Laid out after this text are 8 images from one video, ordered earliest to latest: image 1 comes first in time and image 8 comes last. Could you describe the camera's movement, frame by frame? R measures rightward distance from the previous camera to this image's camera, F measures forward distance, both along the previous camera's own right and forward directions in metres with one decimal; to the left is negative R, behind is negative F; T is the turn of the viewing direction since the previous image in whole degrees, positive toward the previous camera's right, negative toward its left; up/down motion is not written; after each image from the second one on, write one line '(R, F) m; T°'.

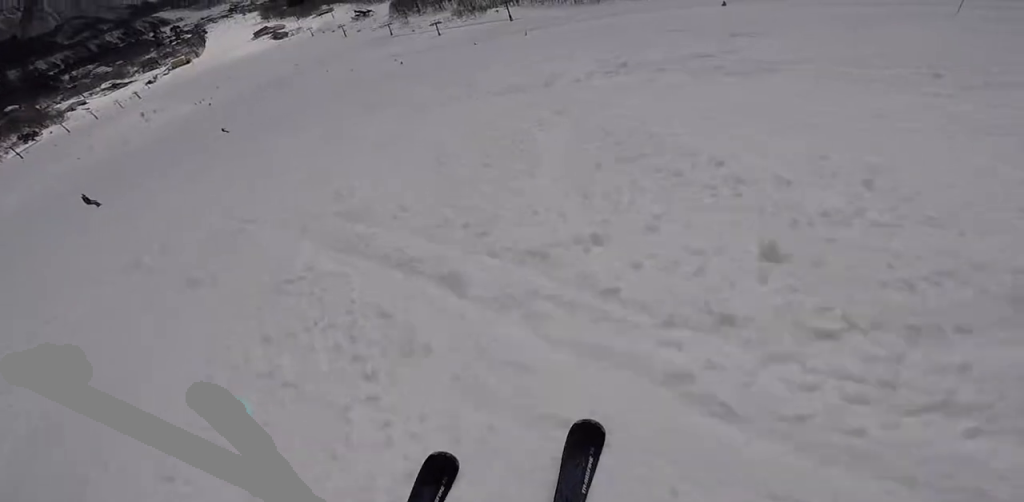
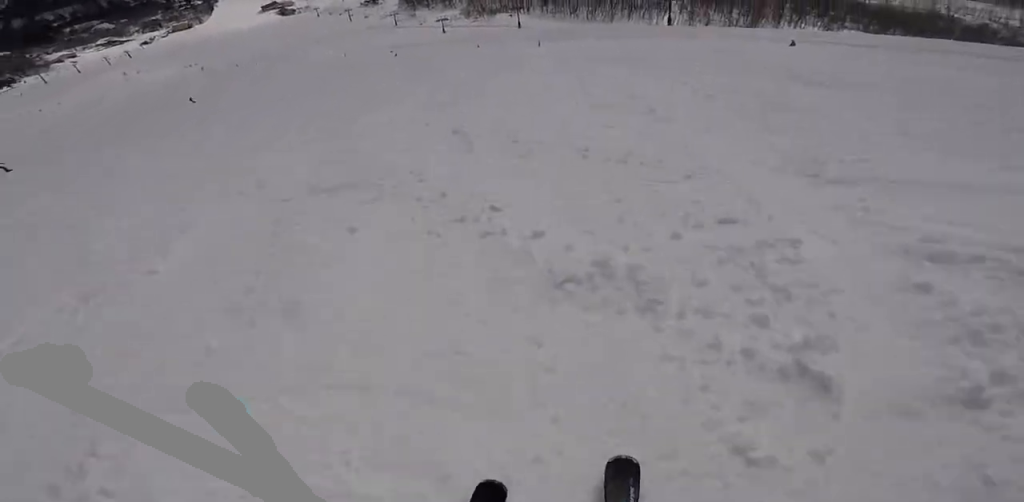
(-0.1, +6.6) m; -9°
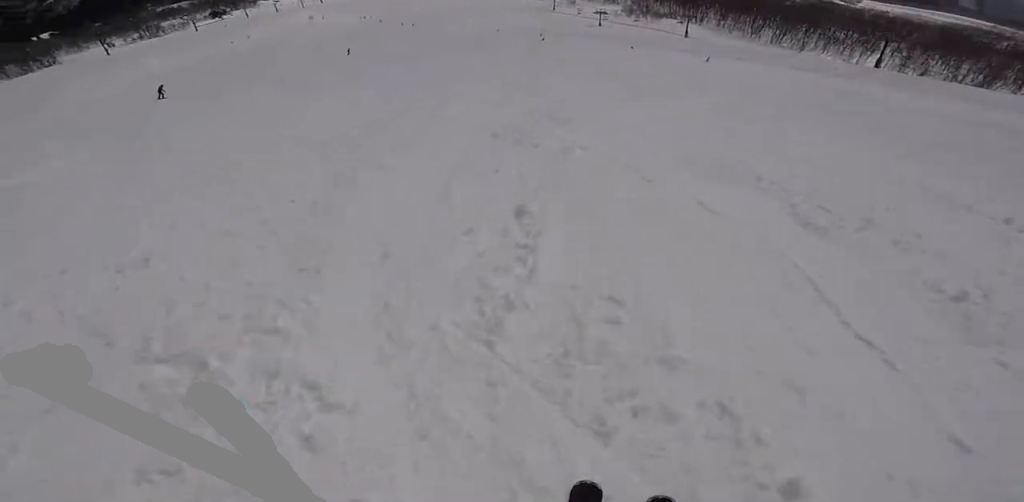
(-0.3, +3.5) m; -10°
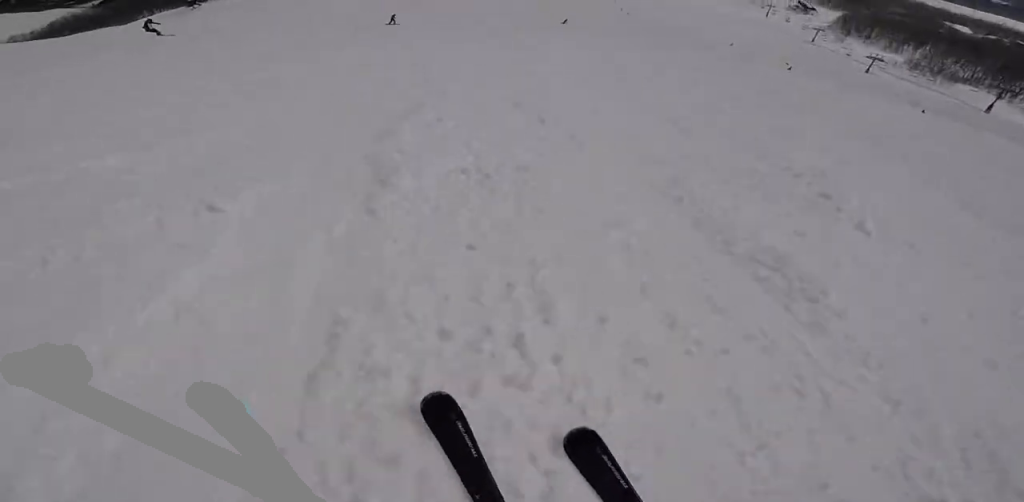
(-1.6, +7.8) m; -12°
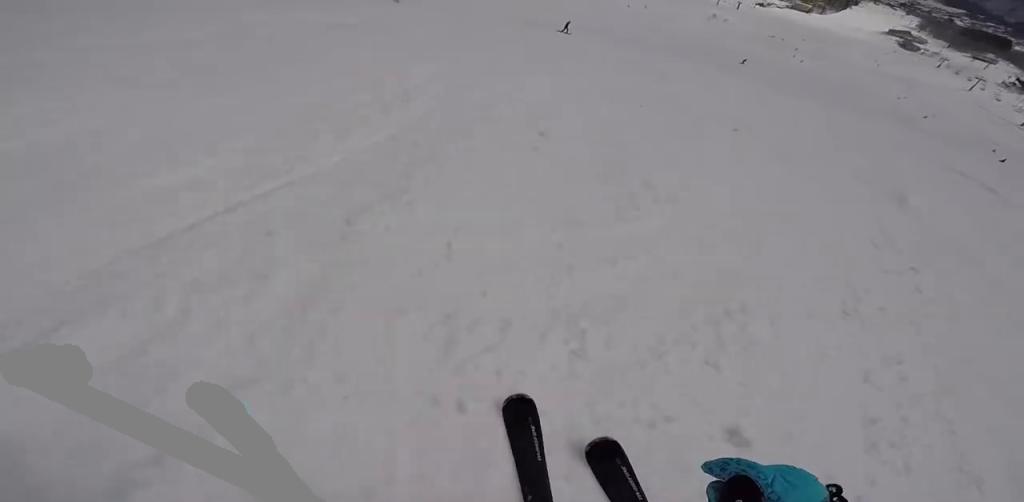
(-0.2, +5.5) m; +1°
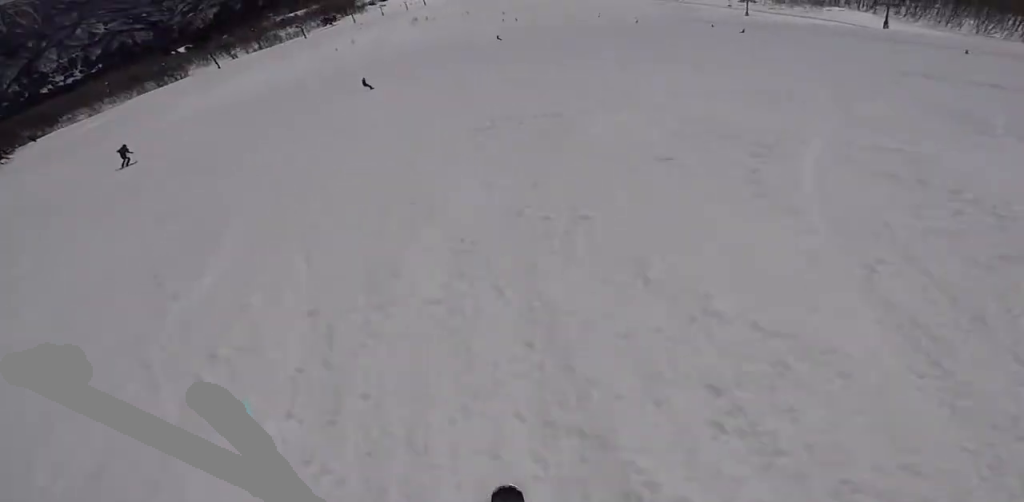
(+0.8, +8.8) m; +13°
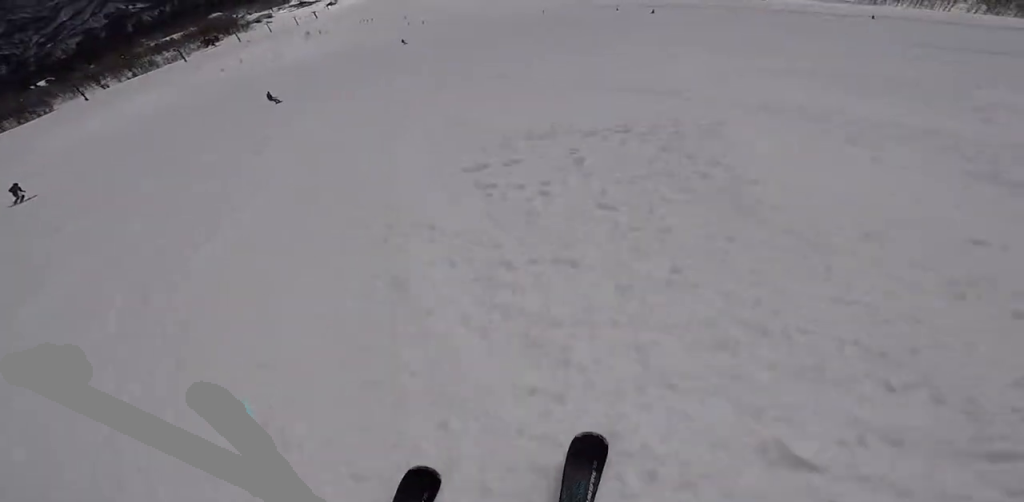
(-0.5, +3.3) m; +8°
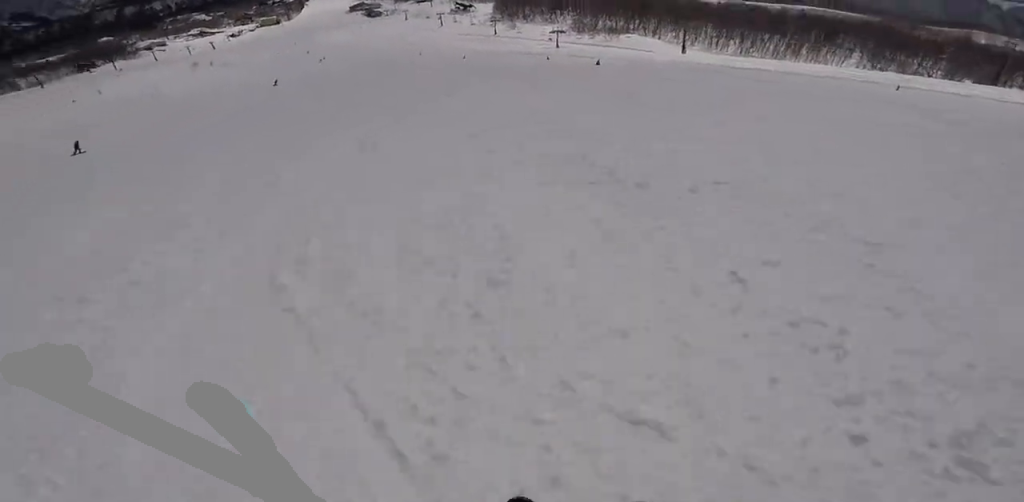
(+2.4, +12.5) m; -3°
